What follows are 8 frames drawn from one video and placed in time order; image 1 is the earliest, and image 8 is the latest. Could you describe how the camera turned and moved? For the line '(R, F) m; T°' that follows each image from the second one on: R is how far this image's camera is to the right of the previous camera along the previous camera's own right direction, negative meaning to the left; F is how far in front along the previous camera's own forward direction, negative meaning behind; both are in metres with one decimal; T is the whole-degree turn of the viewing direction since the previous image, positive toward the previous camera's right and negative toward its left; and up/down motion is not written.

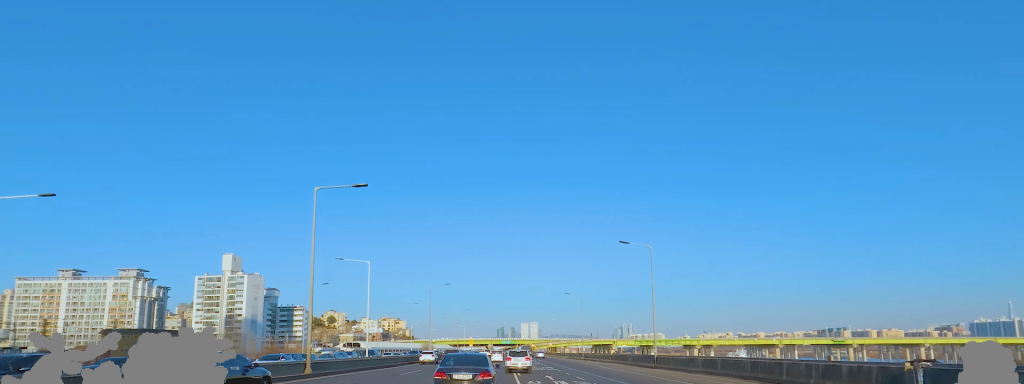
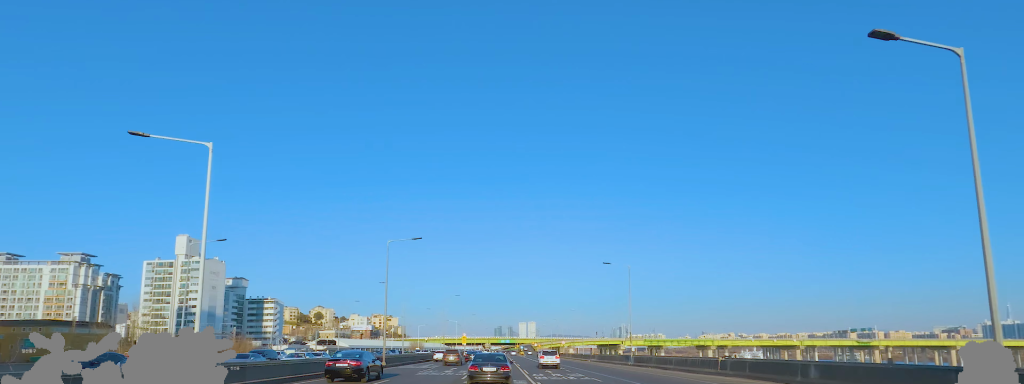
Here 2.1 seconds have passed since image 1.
(0.0, +33.5) m; +2°
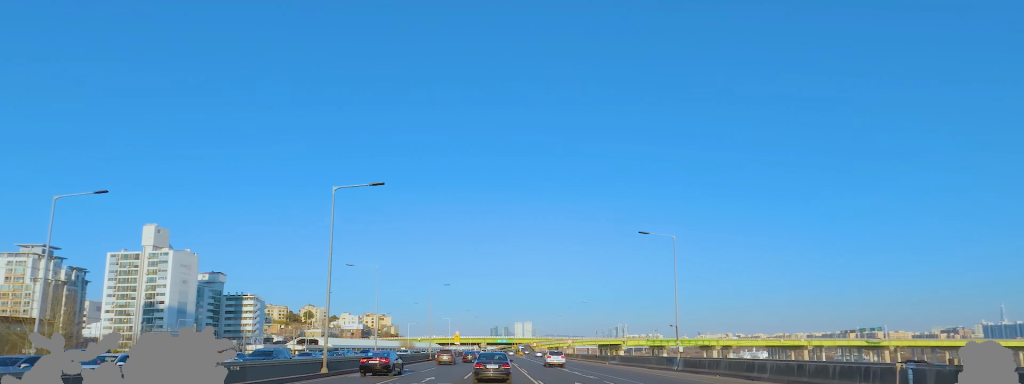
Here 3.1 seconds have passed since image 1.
(+0.5, +16.4) m; +2°
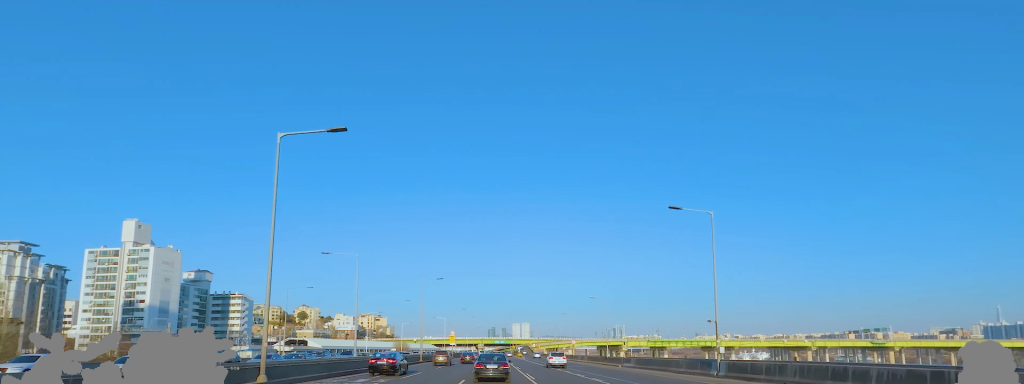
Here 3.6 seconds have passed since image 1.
(+0.1, +8.4) m; +1°
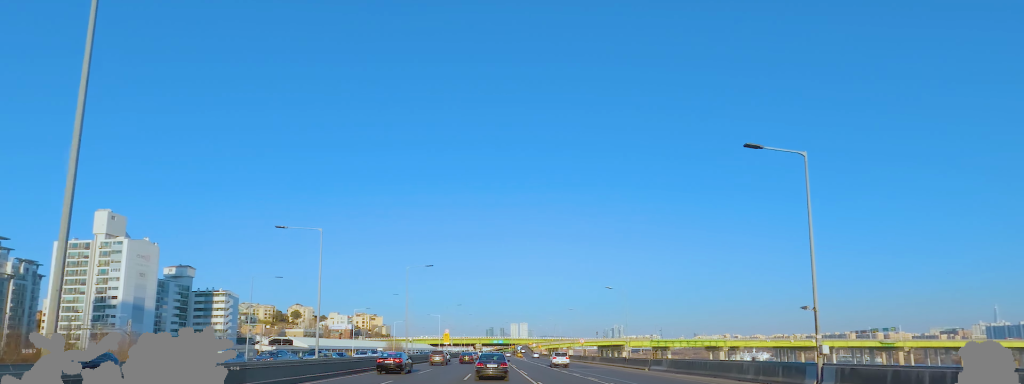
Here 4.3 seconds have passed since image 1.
(0.0, +11.3) m; 0°
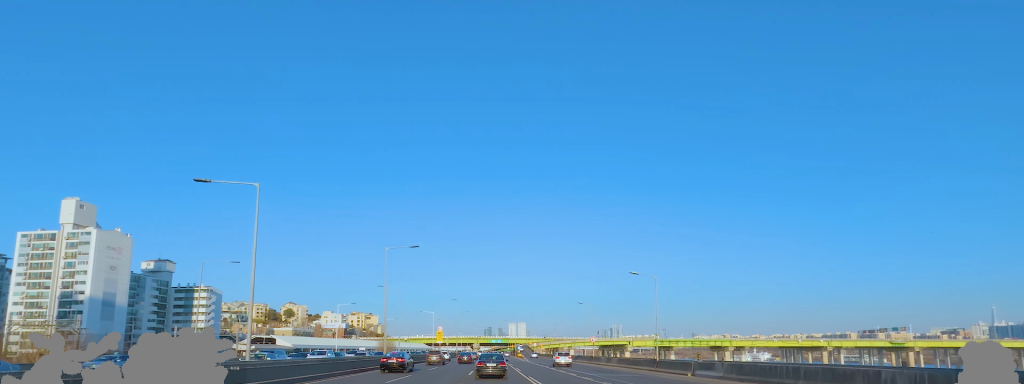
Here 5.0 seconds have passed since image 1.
(0.0, +11.5) m; 0°
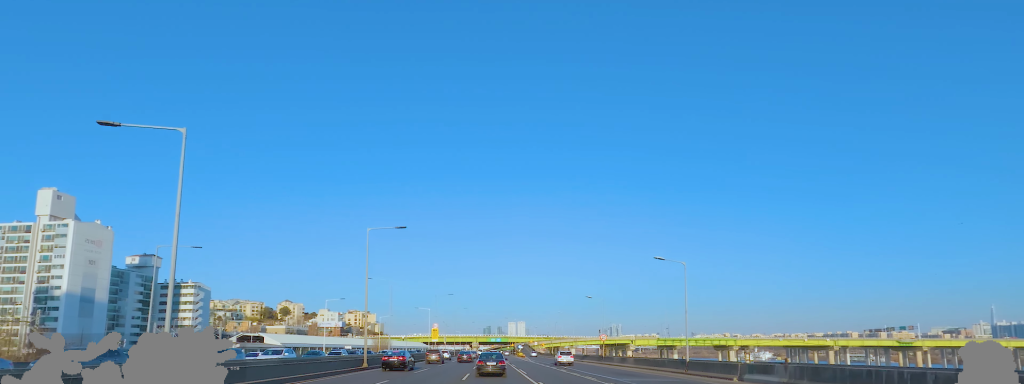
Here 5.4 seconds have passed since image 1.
(0.0, +7.5) m; 0°
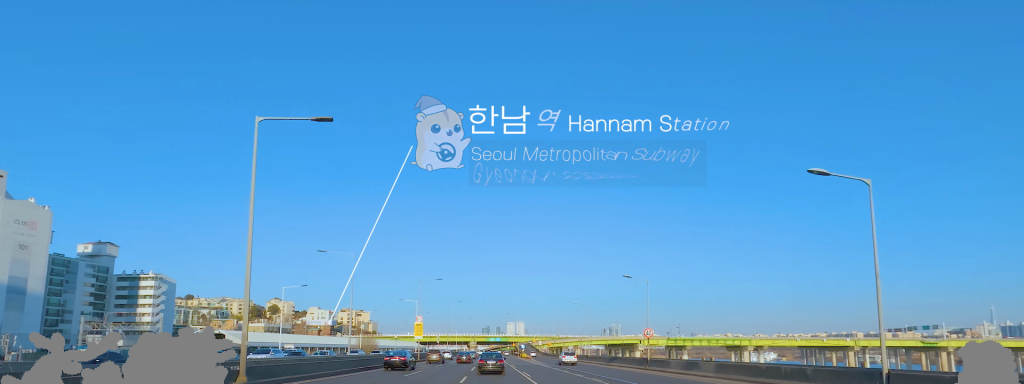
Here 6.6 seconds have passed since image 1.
(0.0, +20.6) m; 0°
